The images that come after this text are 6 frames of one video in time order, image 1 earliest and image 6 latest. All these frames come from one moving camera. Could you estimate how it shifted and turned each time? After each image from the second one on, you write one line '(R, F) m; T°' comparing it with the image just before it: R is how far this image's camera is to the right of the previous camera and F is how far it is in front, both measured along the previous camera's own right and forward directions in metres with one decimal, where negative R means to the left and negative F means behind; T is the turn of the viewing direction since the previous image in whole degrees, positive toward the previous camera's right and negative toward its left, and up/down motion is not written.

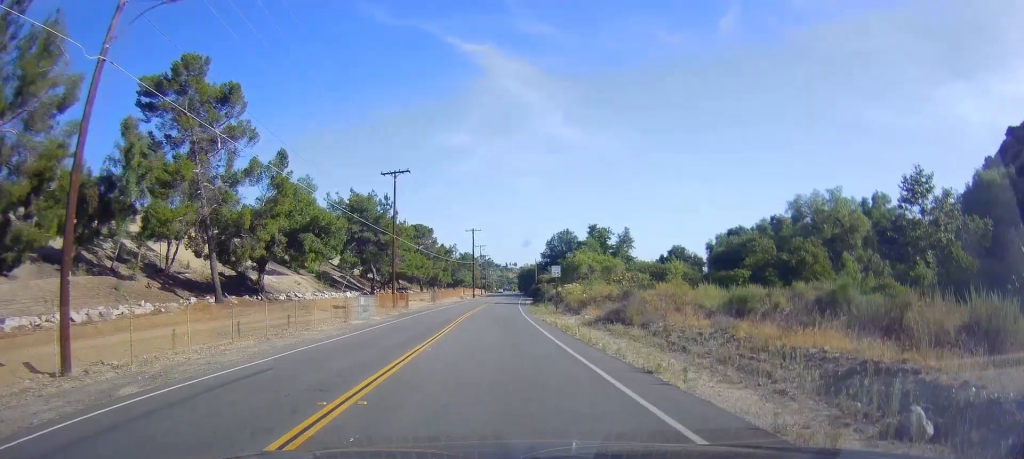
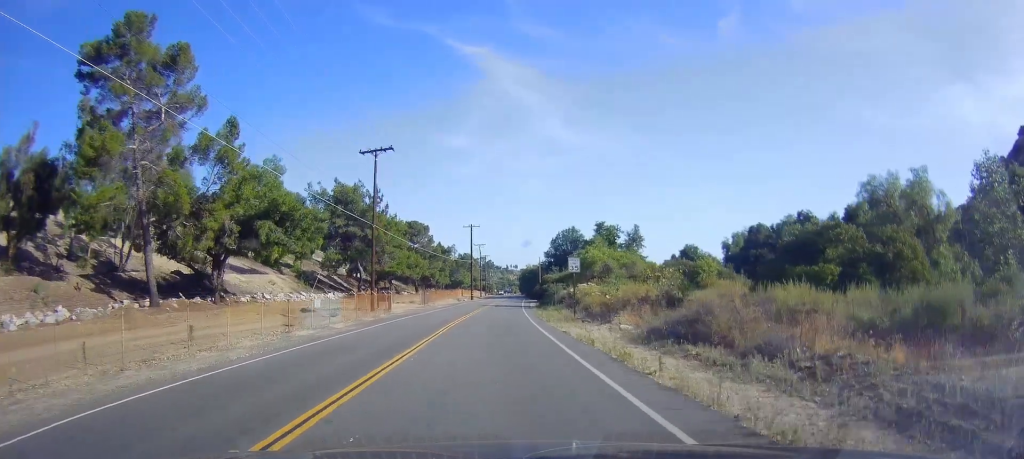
(+0.3, +9.4) m; +2°
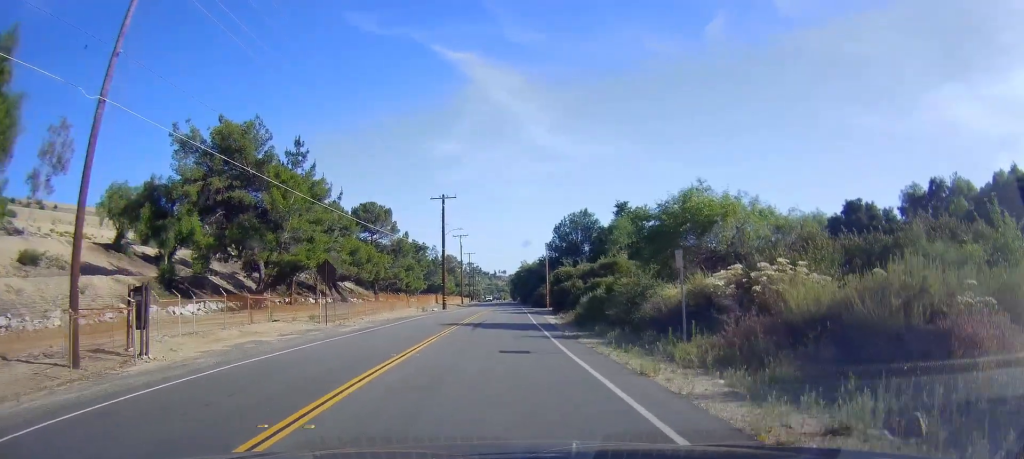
(+0.3, +36.4) m; +1°
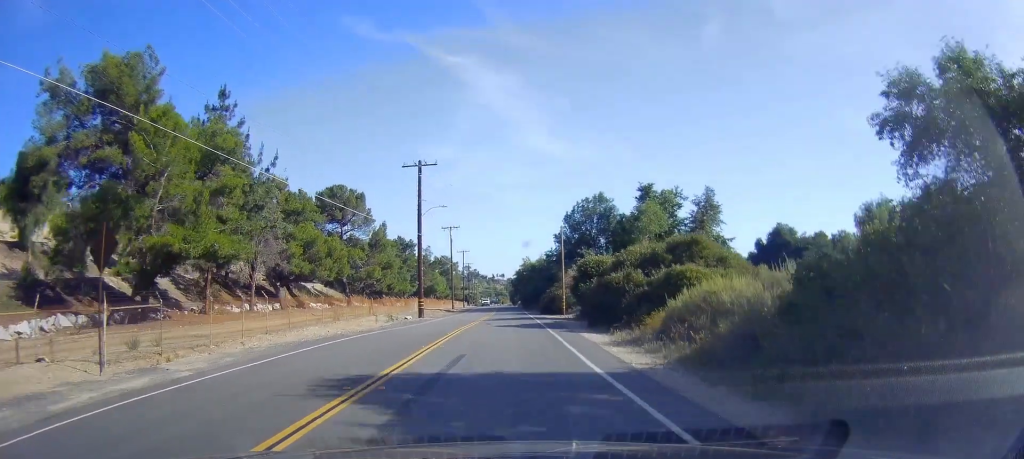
(0.0, +19.5) m; +1°
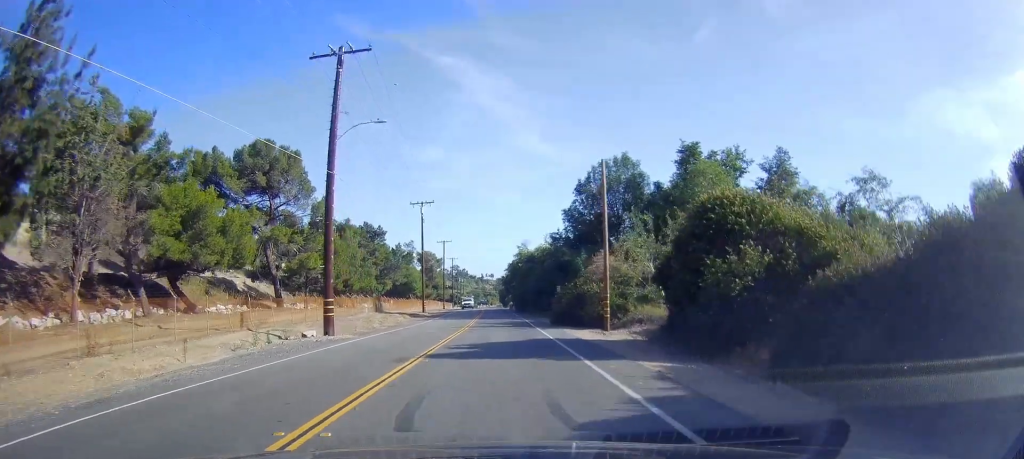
(+1.0, +24.4) m; +2°
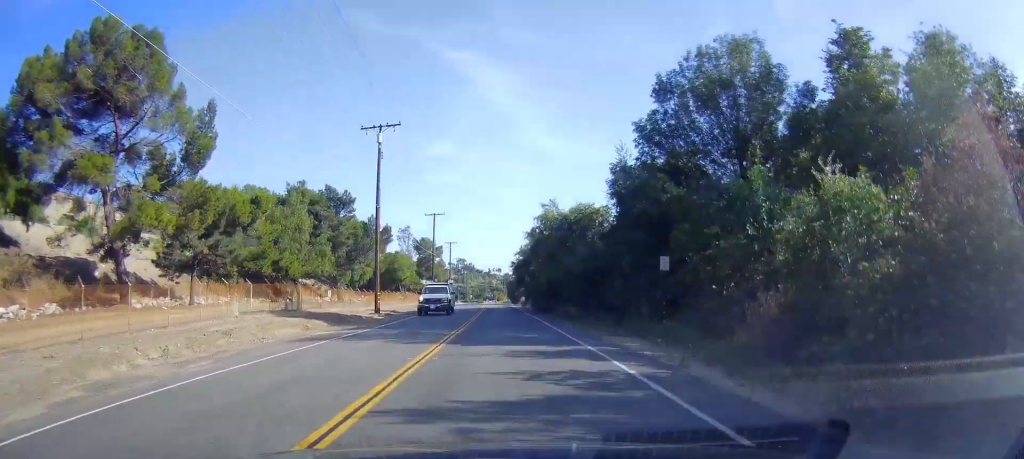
(-1.4, +30.8) m; -1°
